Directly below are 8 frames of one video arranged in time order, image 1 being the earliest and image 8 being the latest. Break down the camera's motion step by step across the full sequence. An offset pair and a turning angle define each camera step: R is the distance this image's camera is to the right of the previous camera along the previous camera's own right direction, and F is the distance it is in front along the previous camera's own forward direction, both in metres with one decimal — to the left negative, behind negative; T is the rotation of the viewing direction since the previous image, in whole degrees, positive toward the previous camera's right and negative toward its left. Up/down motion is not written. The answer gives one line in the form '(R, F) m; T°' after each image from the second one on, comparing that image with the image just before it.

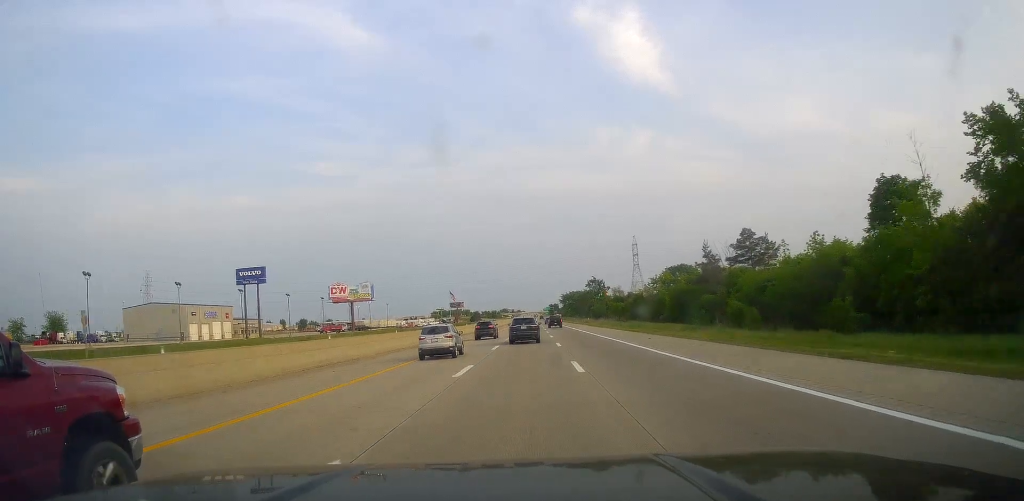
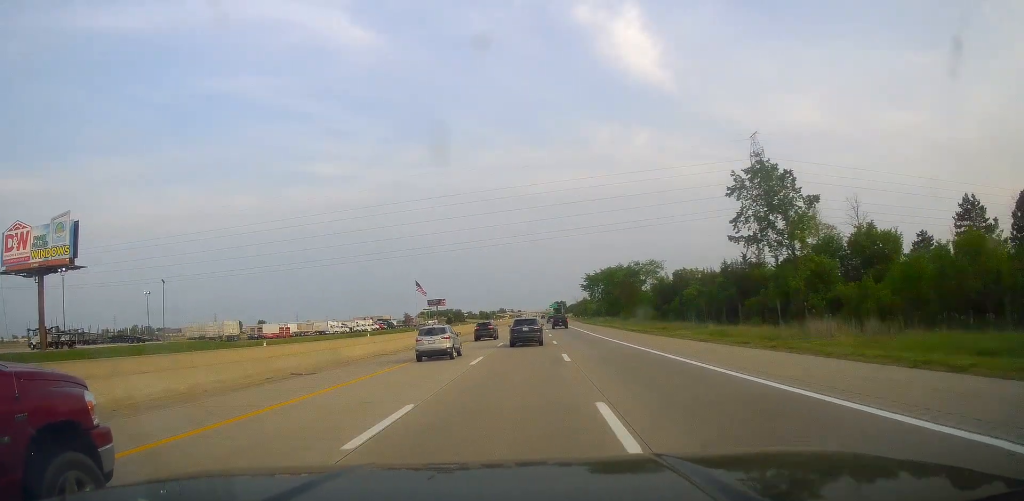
(0.0, +133.2) m; 0°
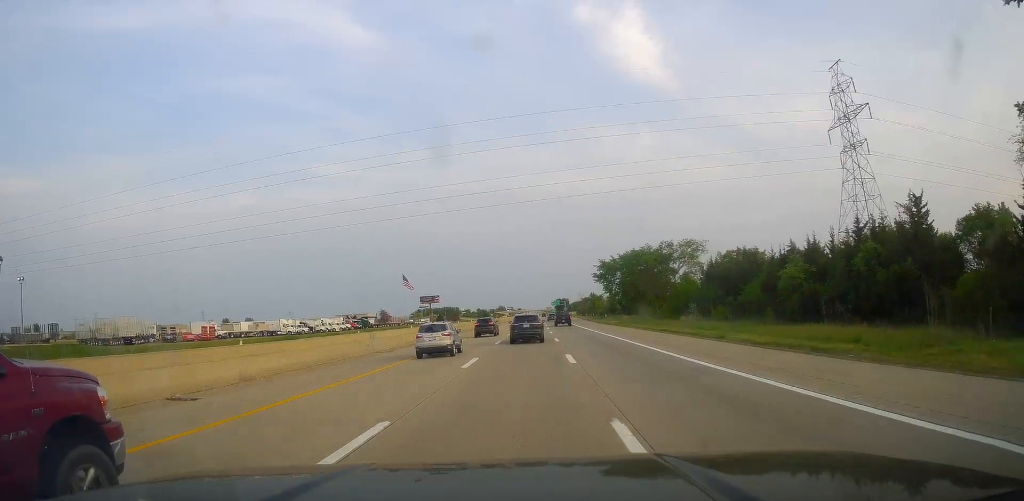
(0.0, +33.0) m; 0°
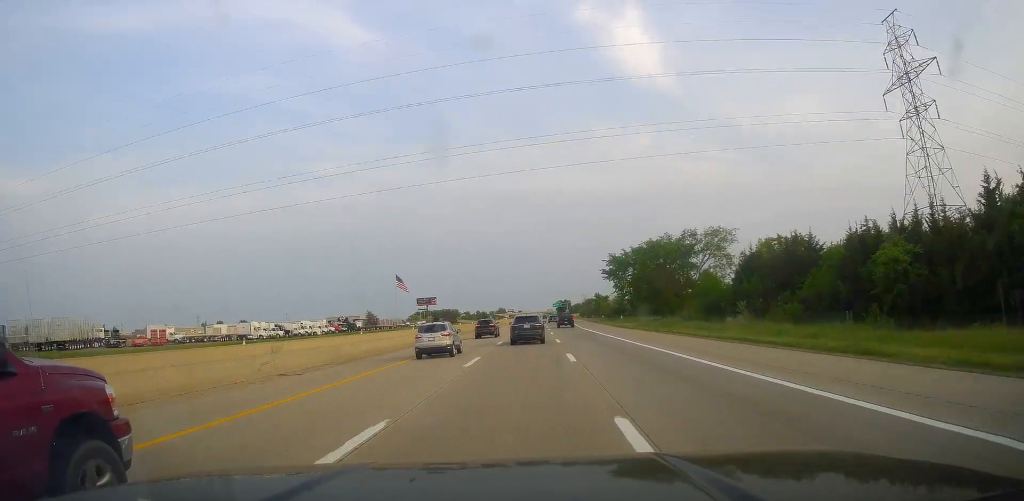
(0.0, +15.3) m; 0°
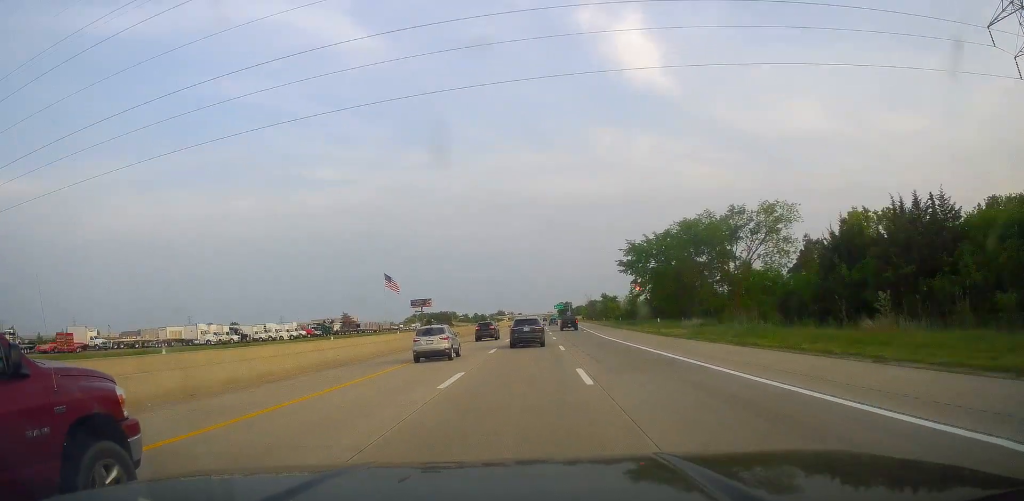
(0.0, +21.0) m; 0°
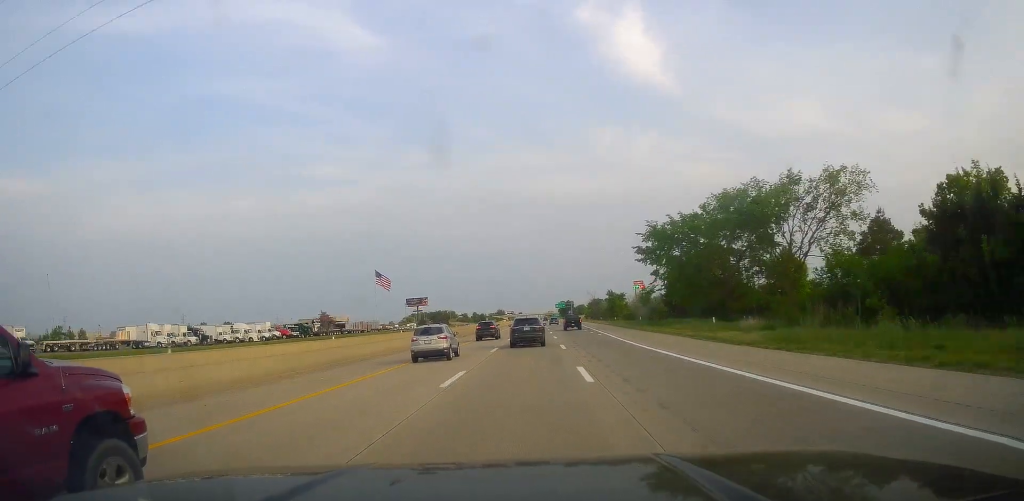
(0.0, +15.2) m; 0°
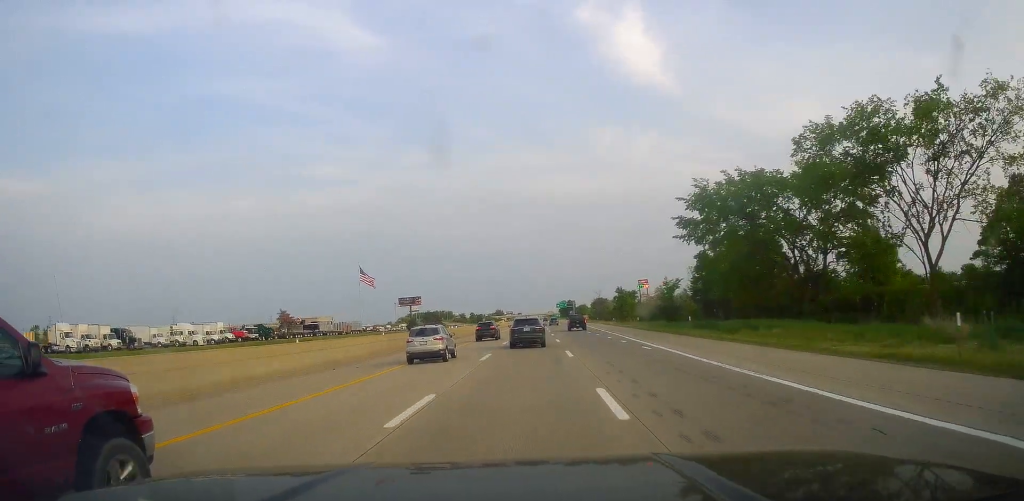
(0.0, +20.9) m; 0°
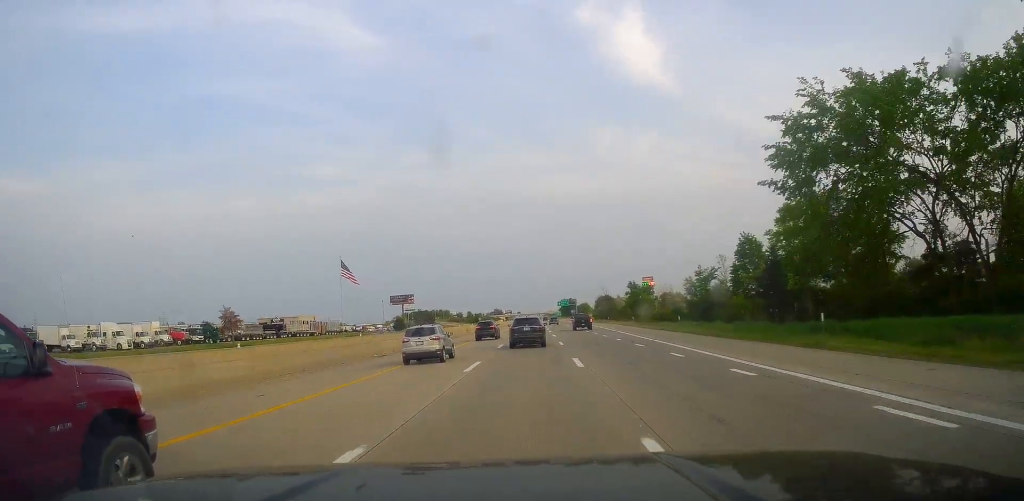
(0.0, +20.9) m; 0°
